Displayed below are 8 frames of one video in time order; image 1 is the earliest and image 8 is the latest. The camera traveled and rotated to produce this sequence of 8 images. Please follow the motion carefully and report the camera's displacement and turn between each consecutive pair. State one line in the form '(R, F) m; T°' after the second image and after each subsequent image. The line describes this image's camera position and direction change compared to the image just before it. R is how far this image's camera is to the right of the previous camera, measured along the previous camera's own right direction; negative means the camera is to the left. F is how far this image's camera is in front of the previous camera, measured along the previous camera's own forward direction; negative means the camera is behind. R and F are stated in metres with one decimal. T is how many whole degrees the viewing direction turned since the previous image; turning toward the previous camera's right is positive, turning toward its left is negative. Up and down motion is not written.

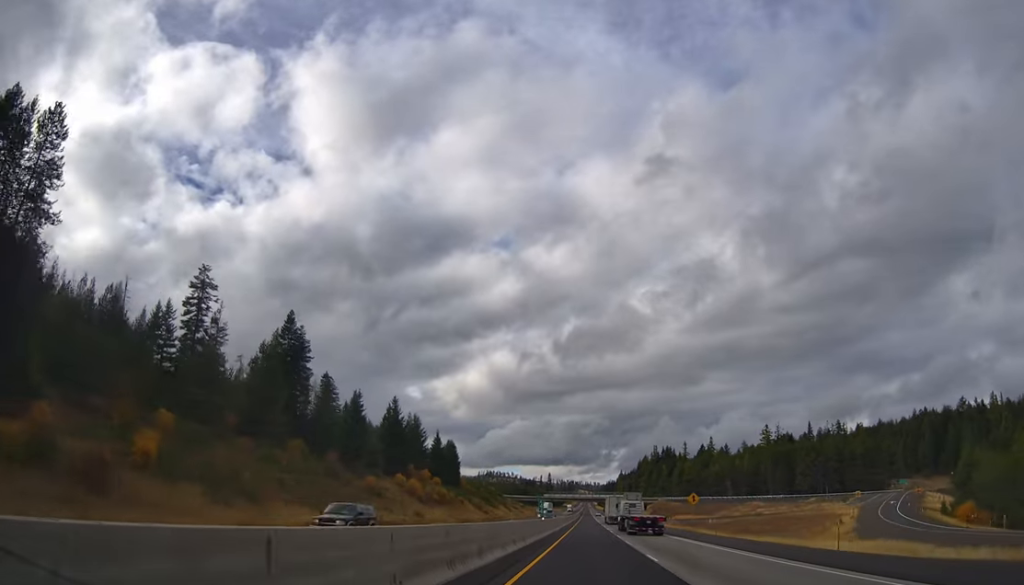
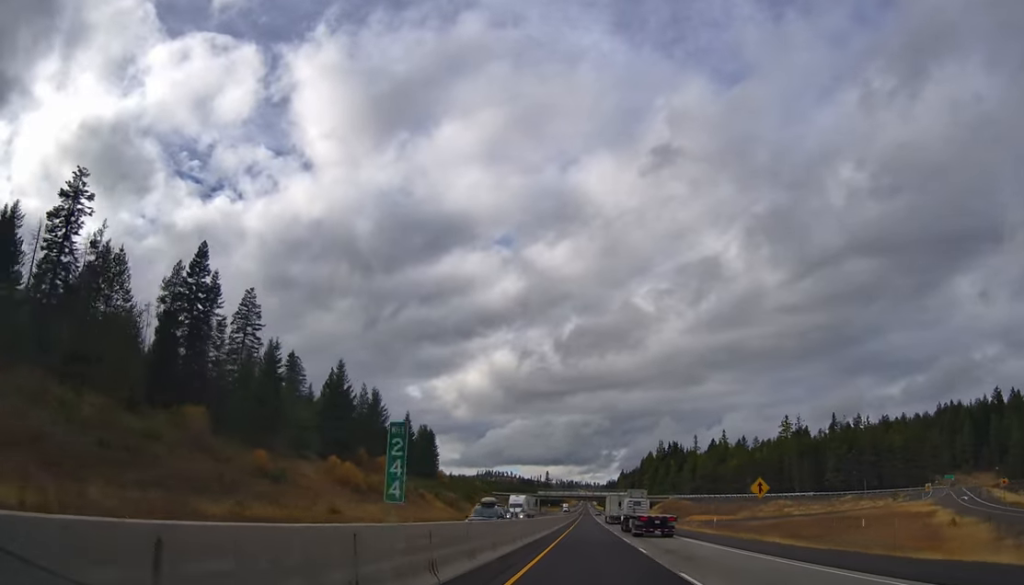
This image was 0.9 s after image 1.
(0.0, +32.3) m; +1°
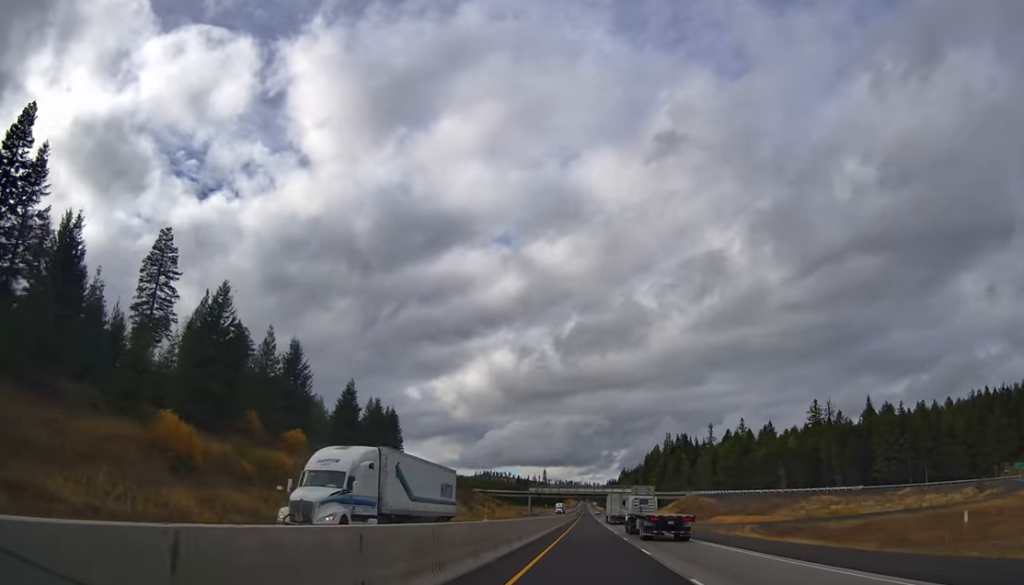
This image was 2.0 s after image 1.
(+0.5, +38.3) m; +1°
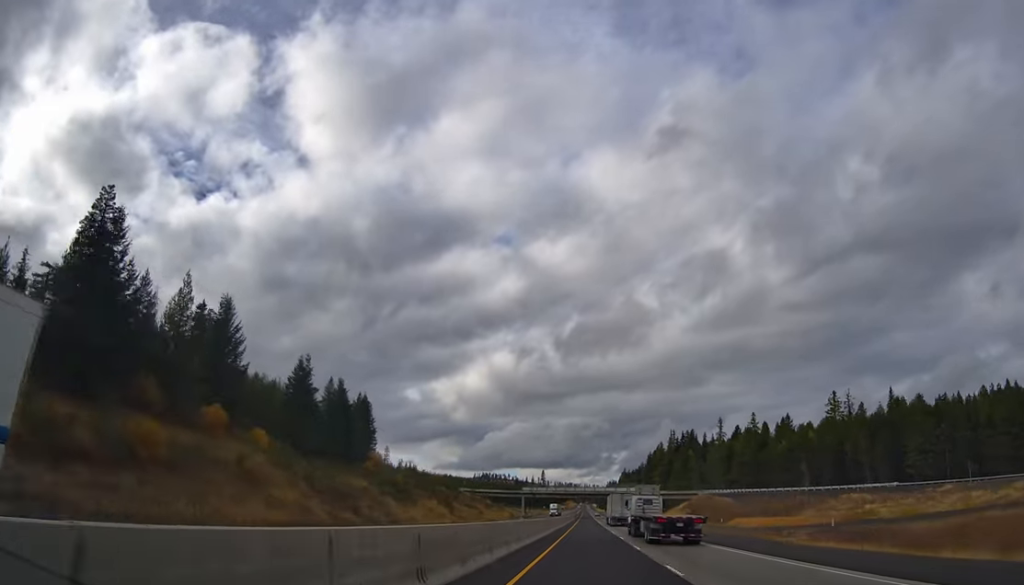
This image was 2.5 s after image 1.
(+0.1, +20.3) m; 0°
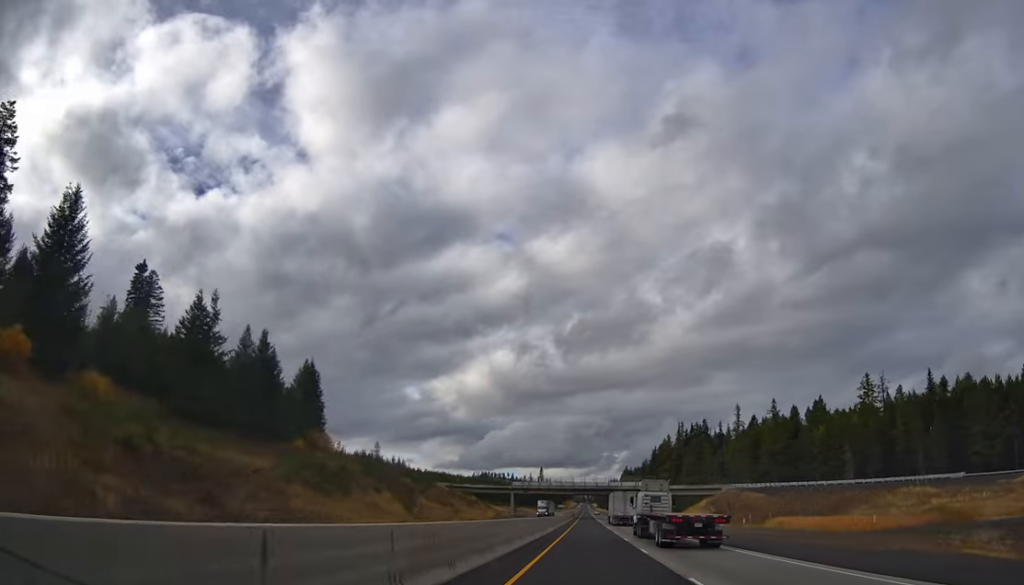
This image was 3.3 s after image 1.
(-0.4, +28.6) m; 0°
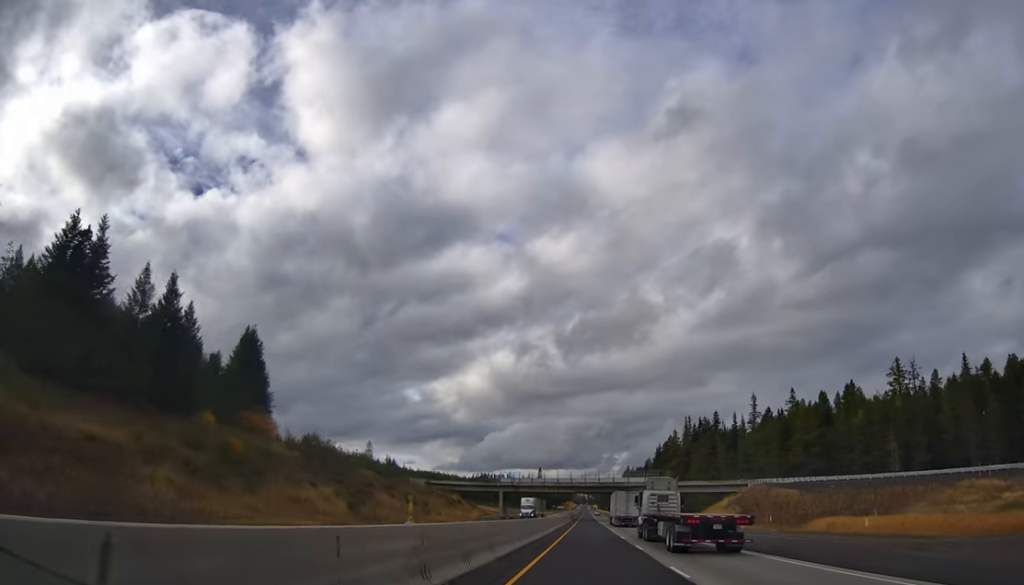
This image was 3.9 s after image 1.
(+0.2, +21.3) m; 0°
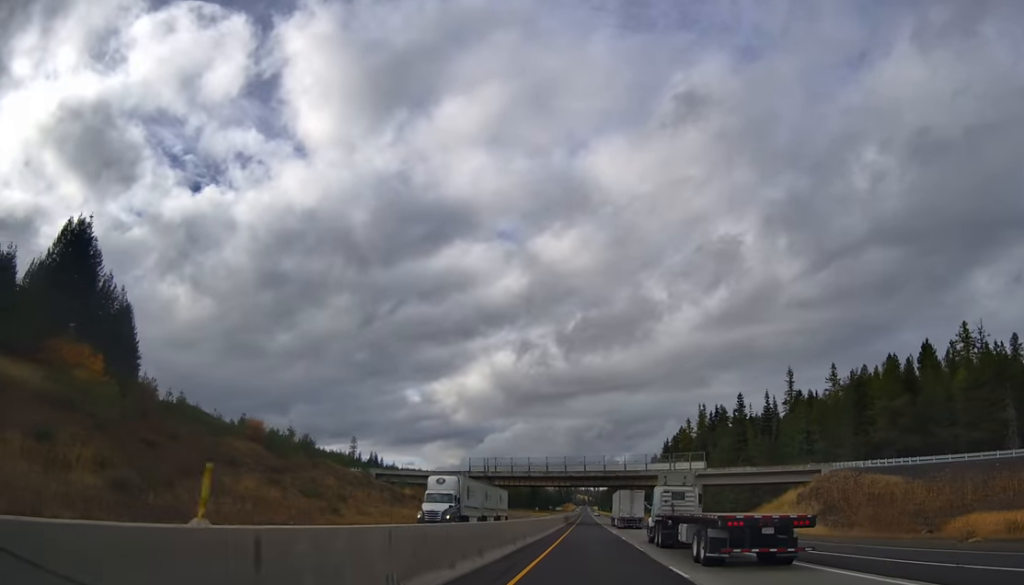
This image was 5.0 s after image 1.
(-0.1, +36.4) m; 0°
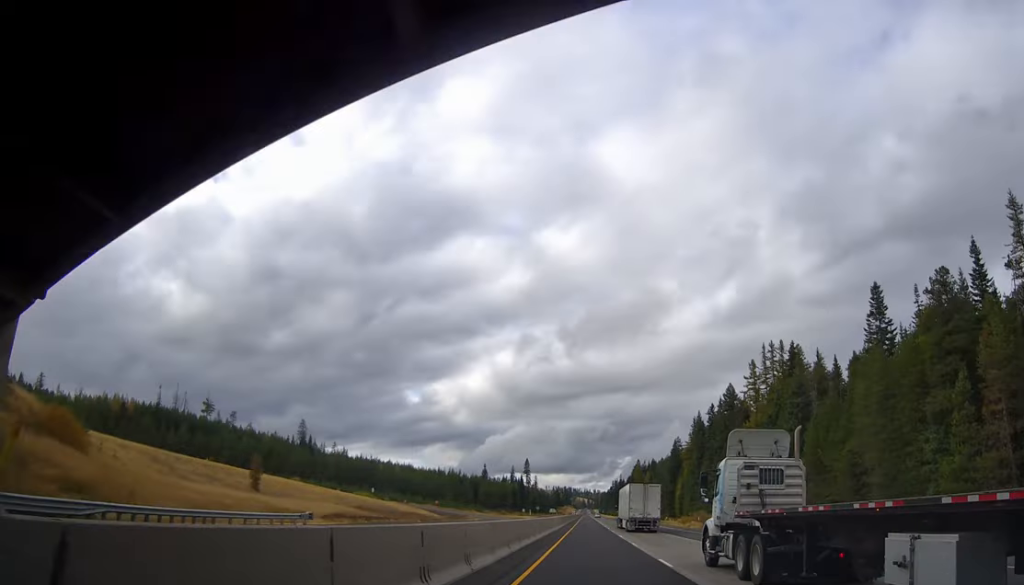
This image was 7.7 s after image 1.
(+0.7, +94.6) m; +1°
